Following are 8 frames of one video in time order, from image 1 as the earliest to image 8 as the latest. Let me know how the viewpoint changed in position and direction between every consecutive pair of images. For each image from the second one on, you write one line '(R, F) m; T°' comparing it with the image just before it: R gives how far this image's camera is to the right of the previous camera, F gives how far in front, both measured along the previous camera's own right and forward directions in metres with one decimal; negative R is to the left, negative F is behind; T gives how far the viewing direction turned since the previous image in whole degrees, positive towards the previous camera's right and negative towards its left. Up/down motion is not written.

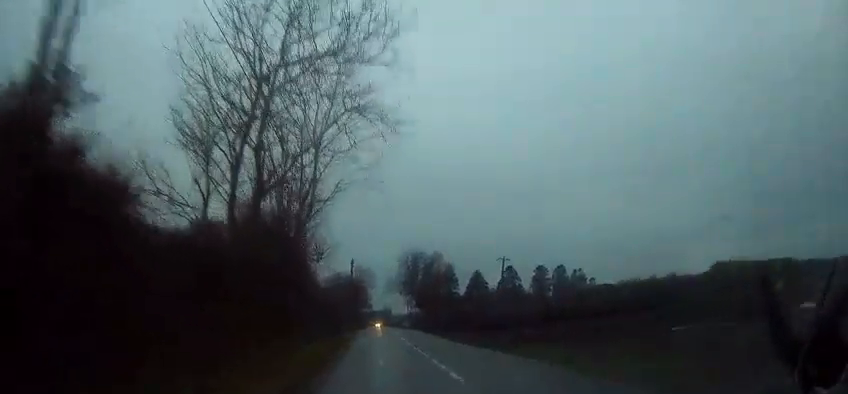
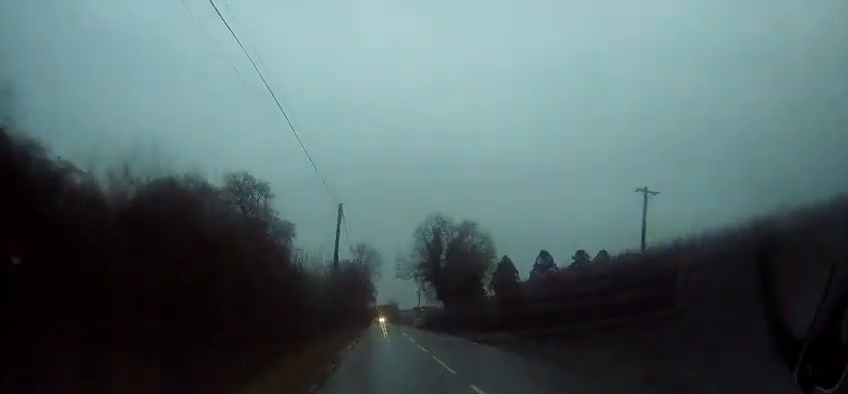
(-0.3, +23.6) m; -2°
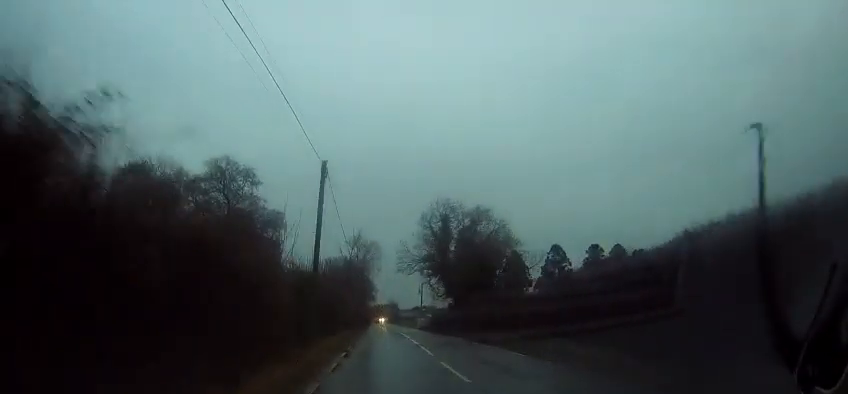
(-0.3, +7.9) m; 0°
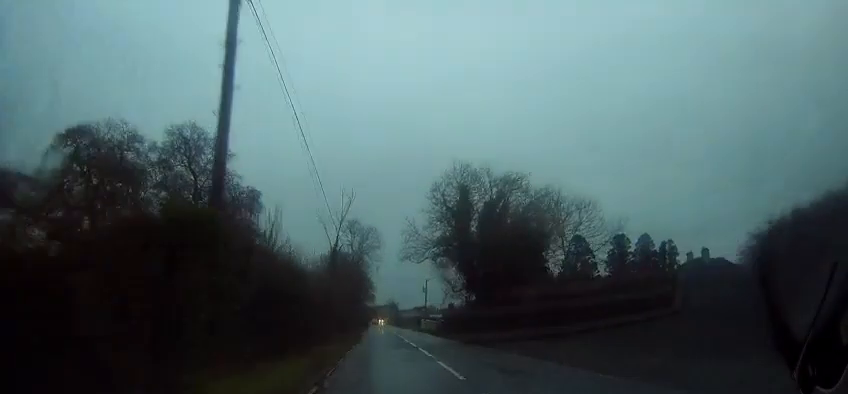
(+0.2, +12.2) m; +1°
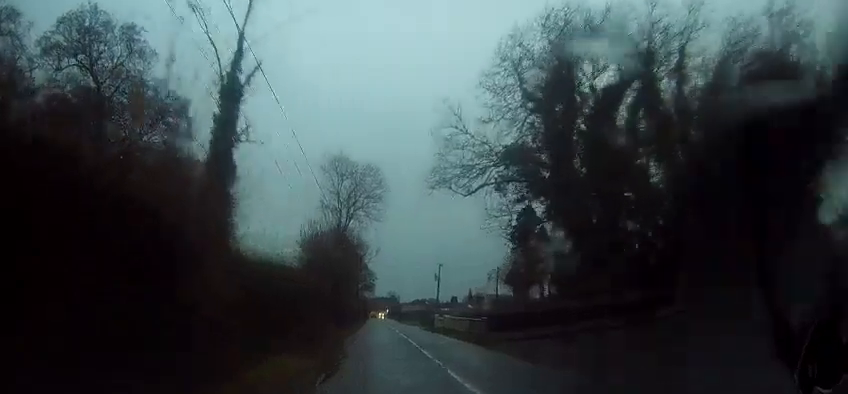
(+0.2, +21.4) m; +1°
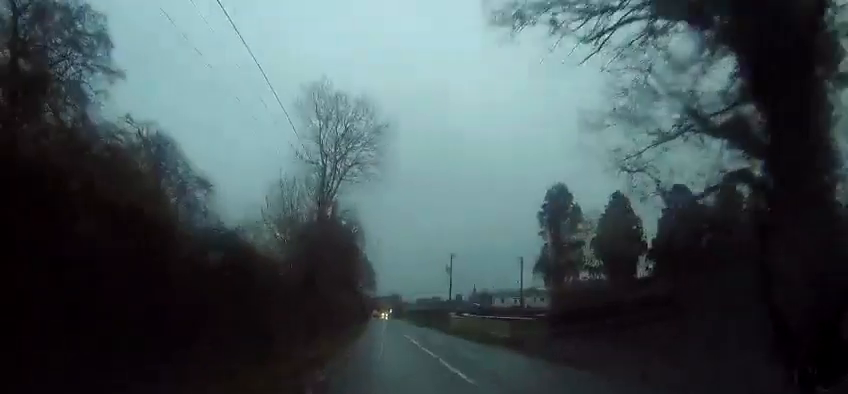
(0.0, +11.0) m; 0°
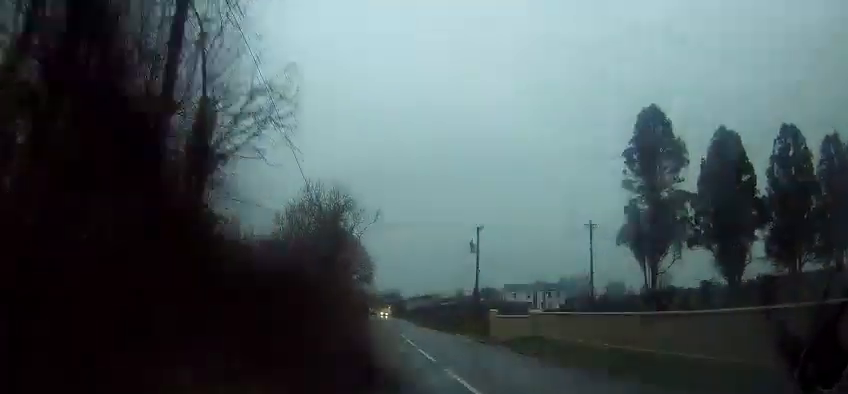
(0.0, +20.7) m; 0°
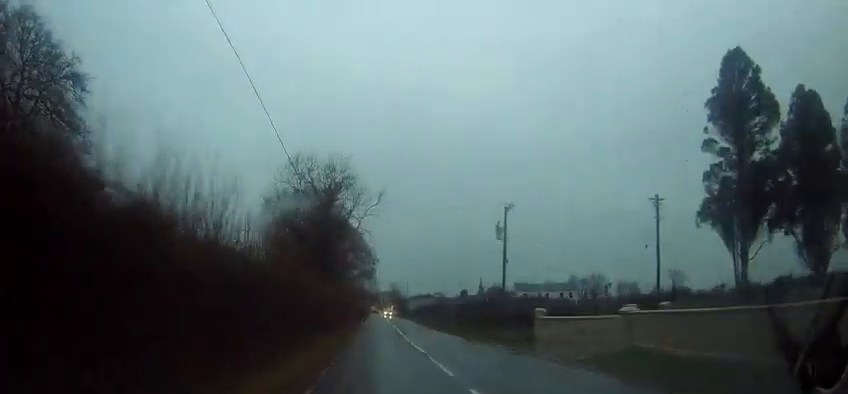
(0.0, +9.7) m; 0°
